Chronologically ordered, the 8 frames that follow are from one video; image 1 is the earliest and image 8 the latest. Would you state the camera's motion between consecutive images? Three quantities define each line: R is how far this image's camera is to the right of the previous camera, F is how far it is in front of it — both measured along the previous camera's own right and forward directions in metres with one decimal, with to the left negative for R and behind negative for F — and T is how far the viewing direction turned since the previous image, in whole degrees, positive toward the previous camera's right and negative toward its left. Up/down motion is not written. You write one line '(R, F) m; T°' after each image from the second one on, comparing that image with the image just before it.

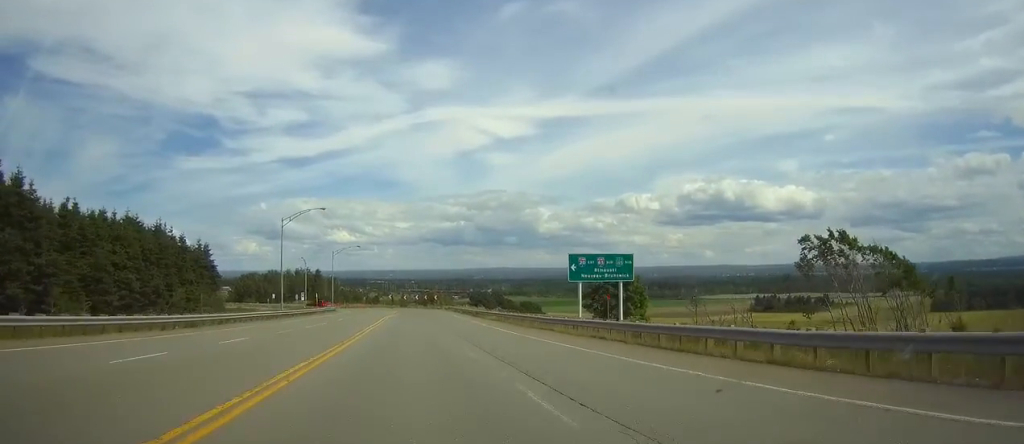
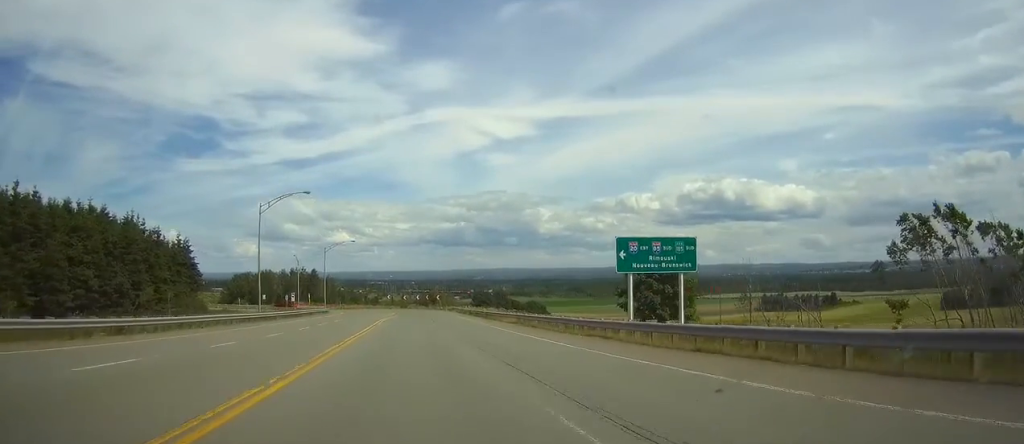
(0.0, +8.6) m; 0°
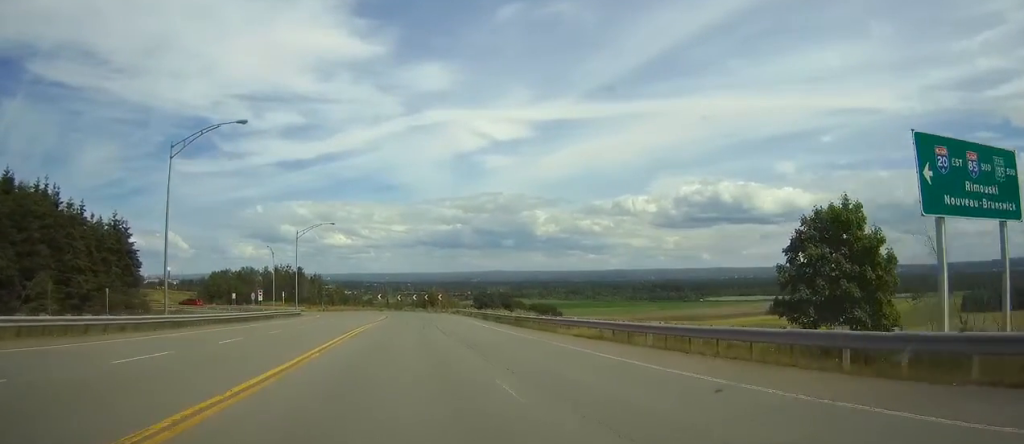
(0.0, +17.6) m; 0°
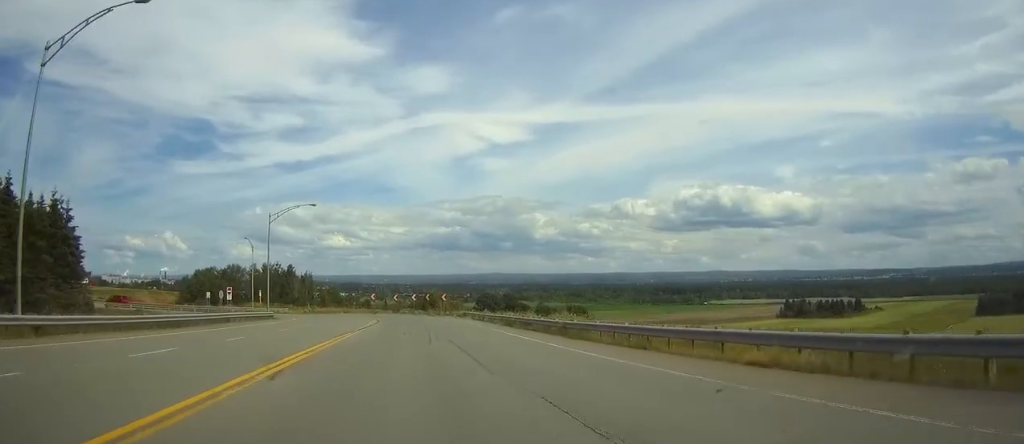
(0.0, +11.5) m; 0°
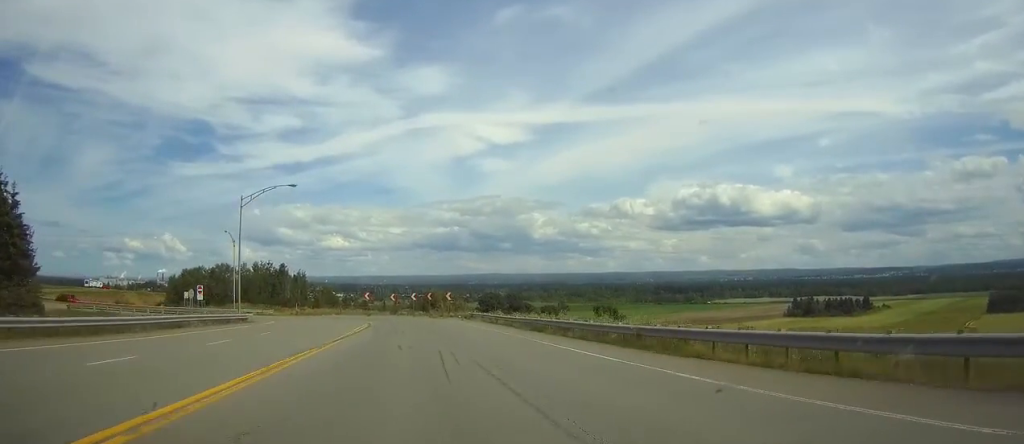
(0.0, +7.9) m; 0°
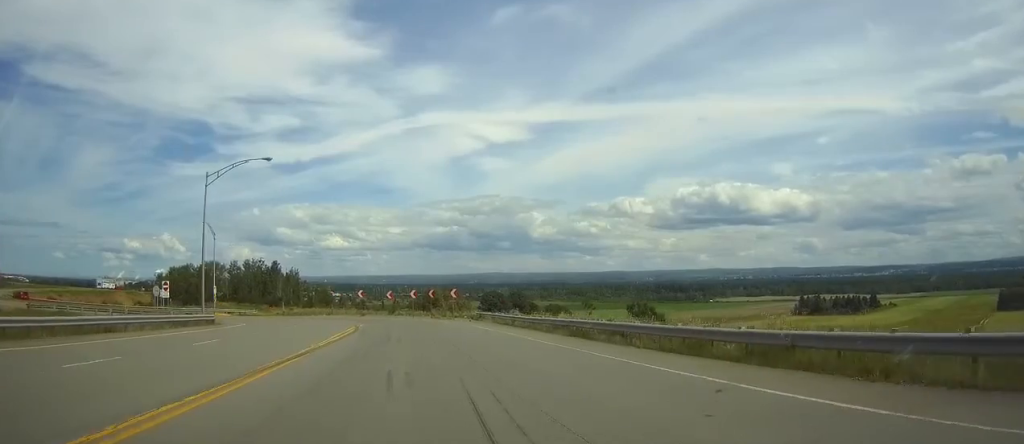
(0.0, +6.8) m; 0°
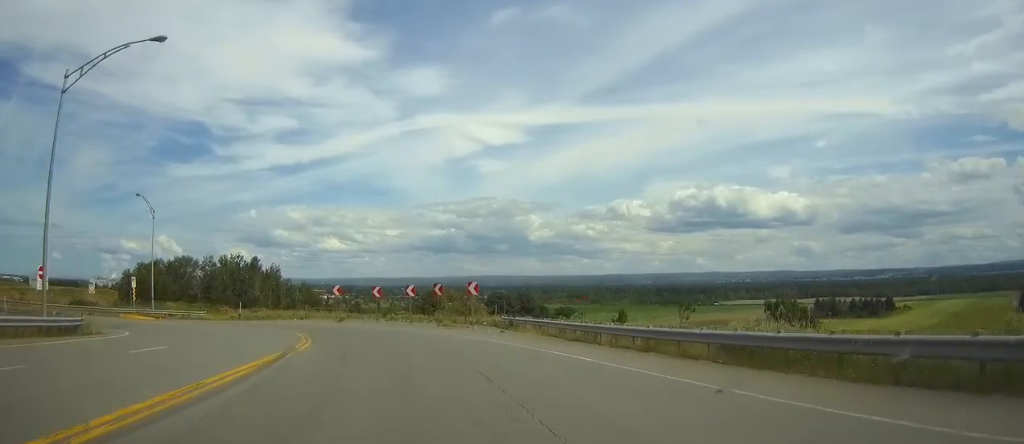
(0.0, +15.3) m; 0°
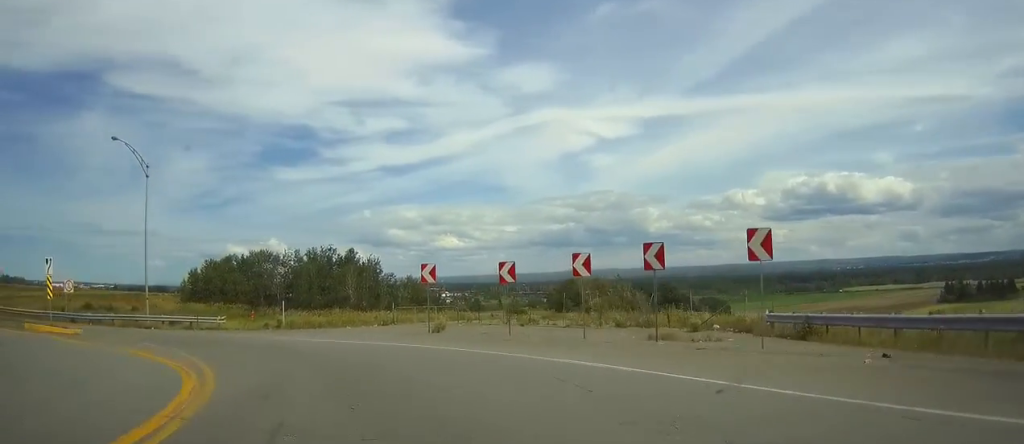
(0.0, +19.4) m; 0°
